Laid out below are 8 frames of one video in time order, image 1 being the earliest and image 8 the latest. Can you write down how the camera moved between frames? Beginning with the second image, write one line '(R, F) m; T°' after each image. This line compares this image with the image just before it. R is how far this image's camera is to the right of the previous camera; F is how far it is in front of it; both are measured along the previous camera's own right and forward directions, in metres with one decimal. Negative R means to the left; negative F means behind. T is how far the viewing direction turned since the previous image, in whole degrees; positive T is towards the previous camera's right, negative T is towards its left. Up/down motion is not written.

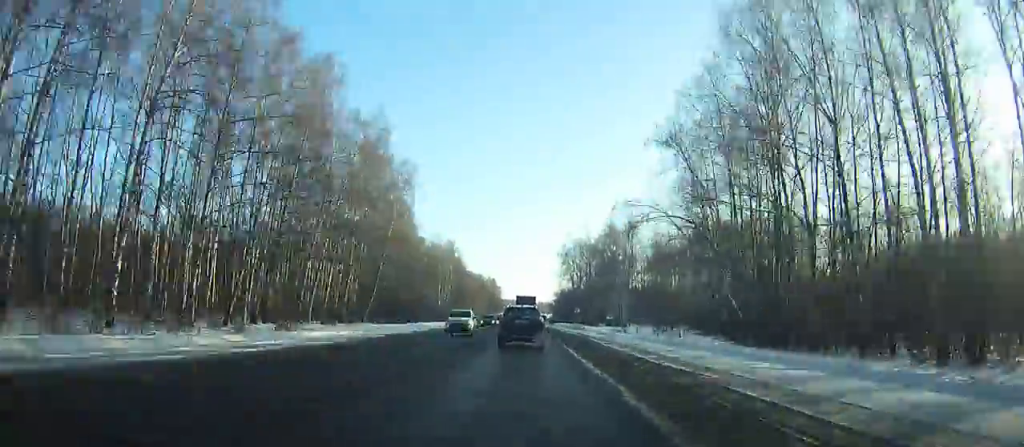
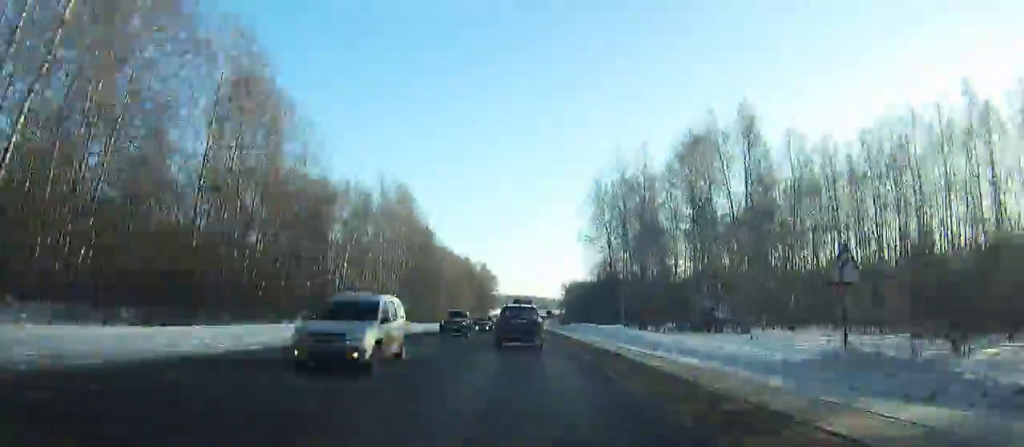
(+2.1, +67.8) m; 0°
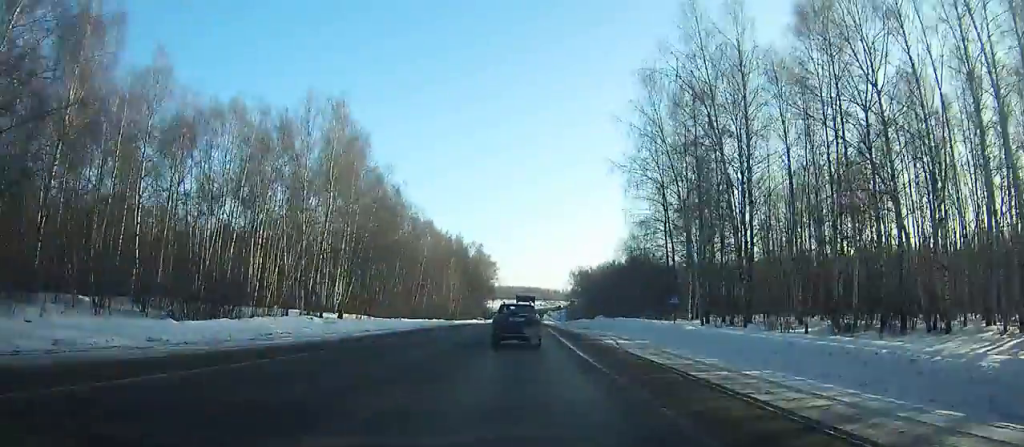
(-0.4, +35.7) m; -1°
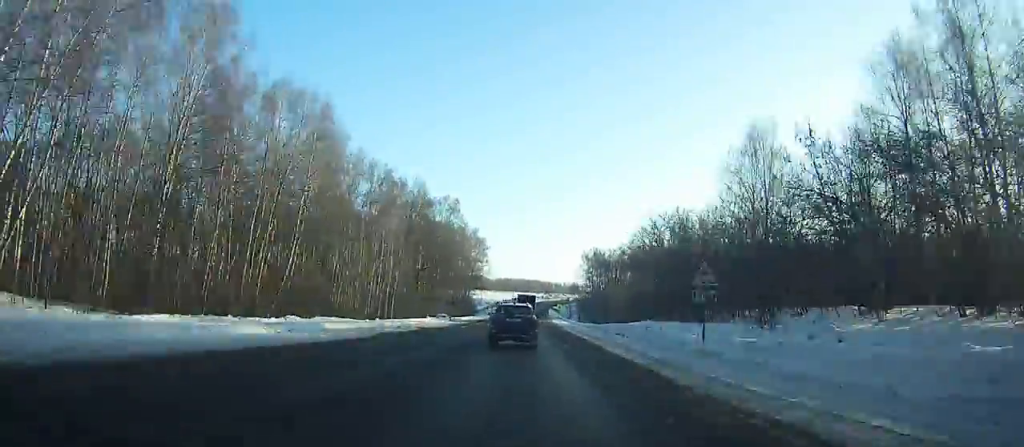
(-1.8, +63.0) m; -1°
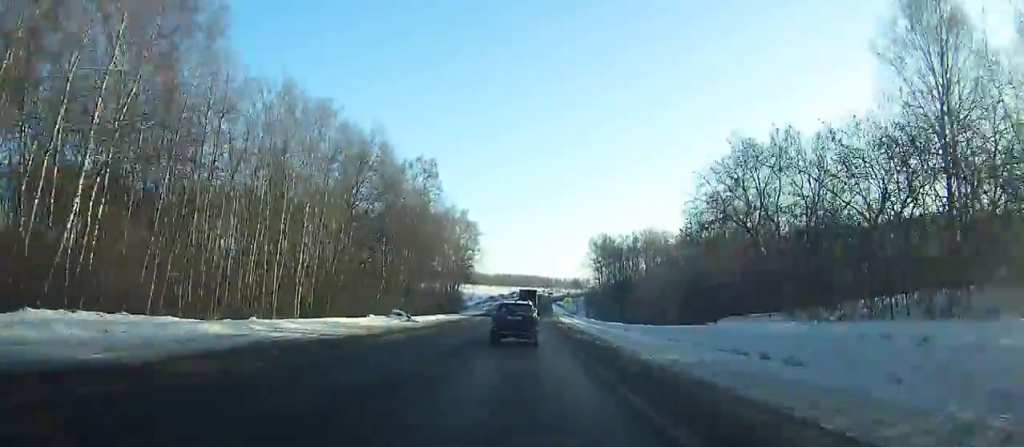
(-0.1, +27.4) m; 0°
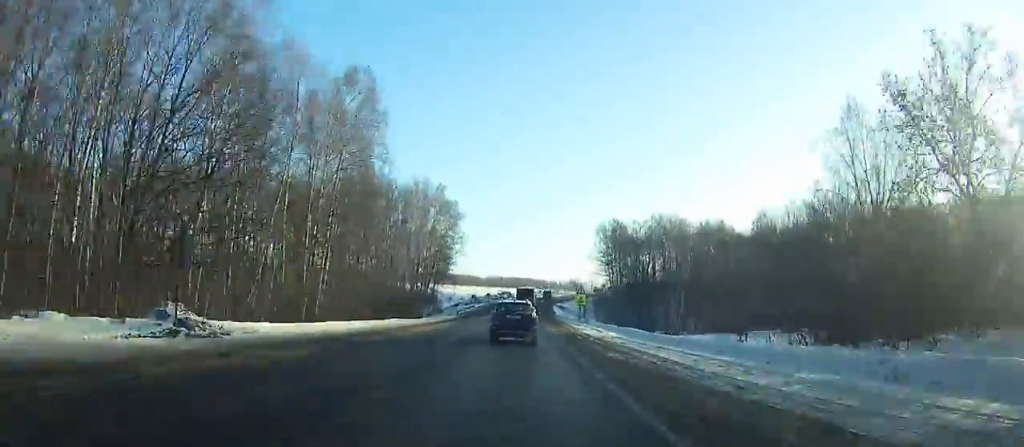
(0.0, +33.1) m; 0°
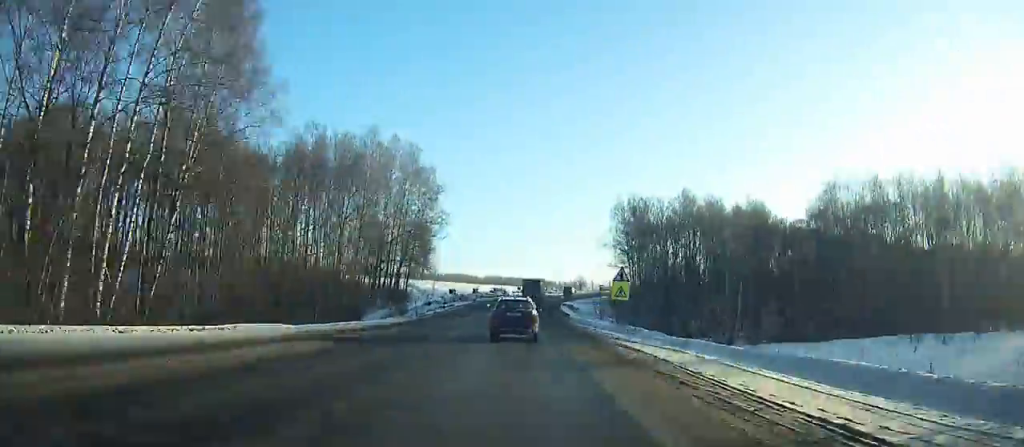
(+0.2, +28.1) m; 0°
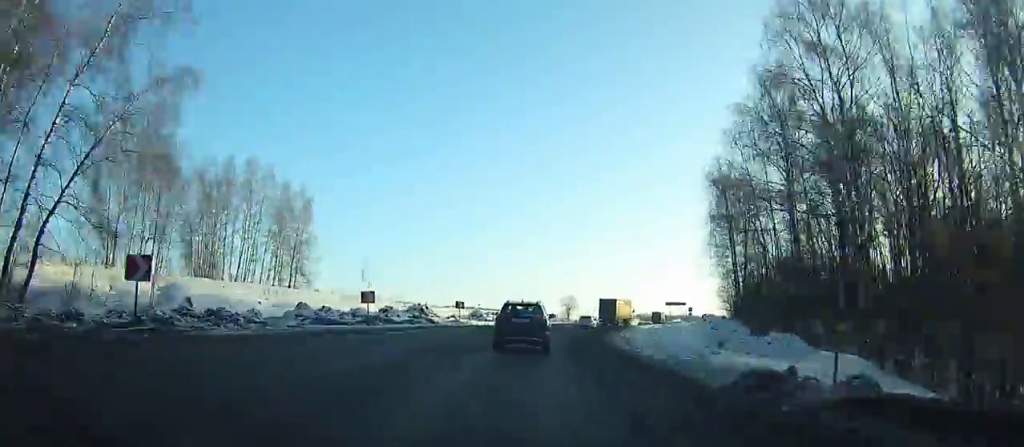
(+1.0, +78.8) m; +5°
